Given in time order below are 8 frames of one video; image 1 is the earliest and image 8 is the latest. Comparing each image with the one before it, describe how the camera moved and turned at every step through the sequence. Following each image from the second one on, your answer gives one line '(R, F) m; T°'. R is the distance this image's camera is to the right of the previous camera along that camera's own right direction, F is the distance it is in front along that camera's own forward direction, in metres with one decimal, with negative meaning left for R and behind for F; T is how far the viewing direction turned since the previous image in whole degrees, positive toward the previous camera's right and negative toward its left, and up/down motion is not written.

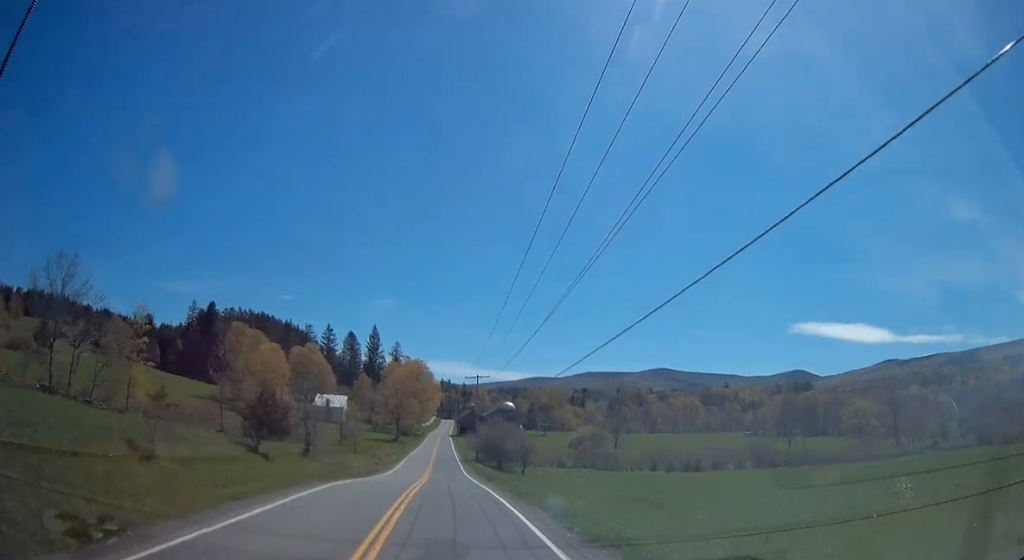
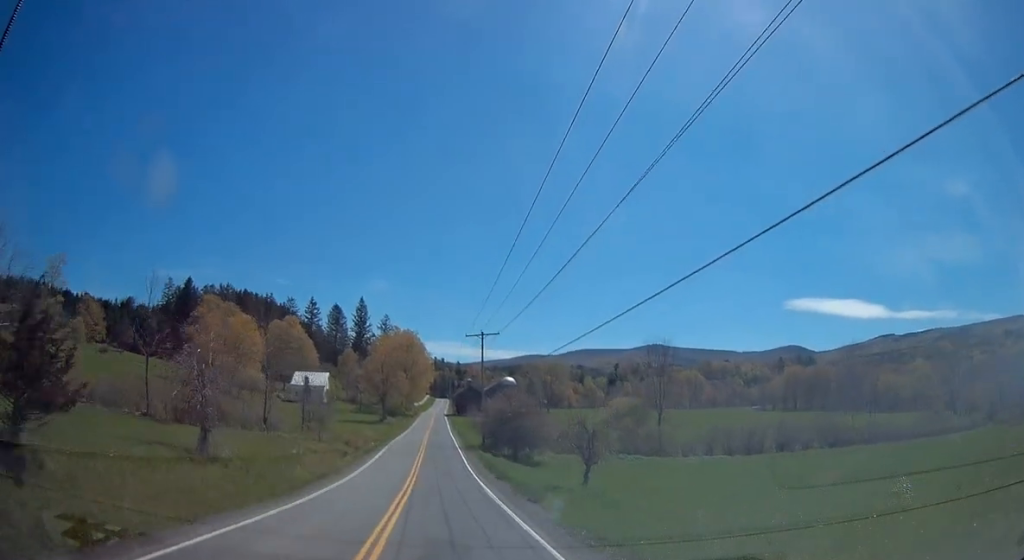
(-0.1, +19.2) m; +1°
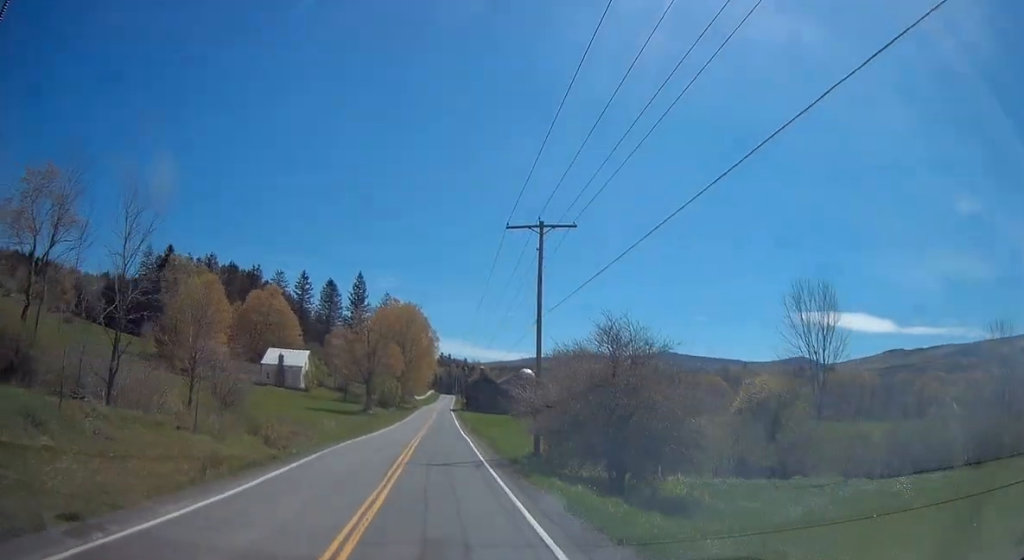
(+0.2, +29.0) m; 0°
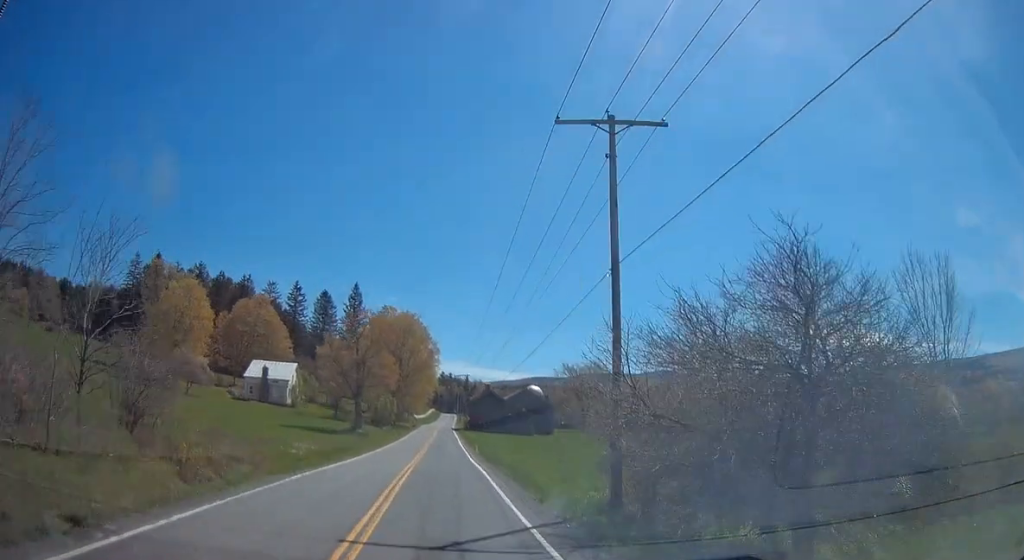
(-0.1, +11.4) m; 0°
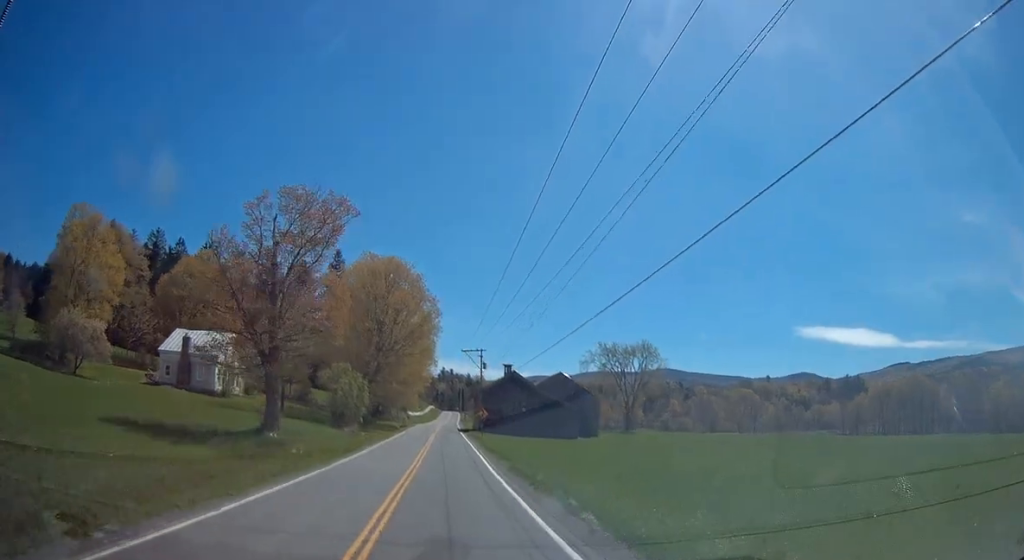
(-0.2, +35.2) m; 0°
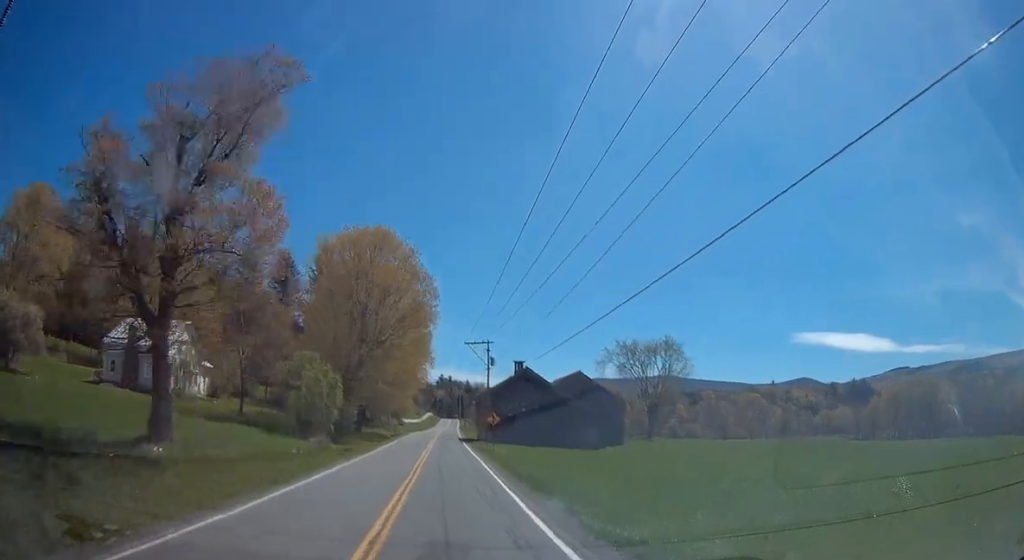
(+0.2, +13.7) m; 0°
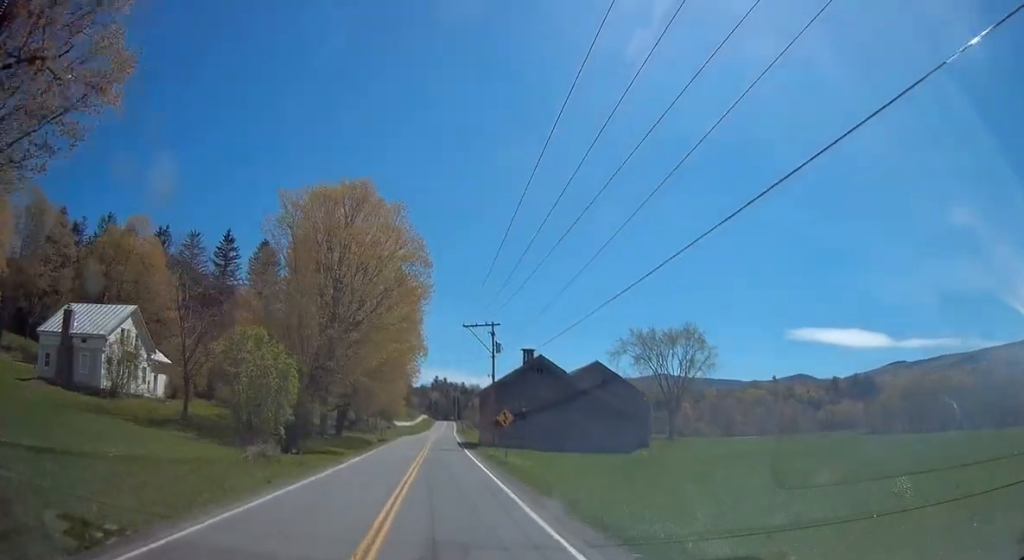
(+0.2, +11.7) m; 0°
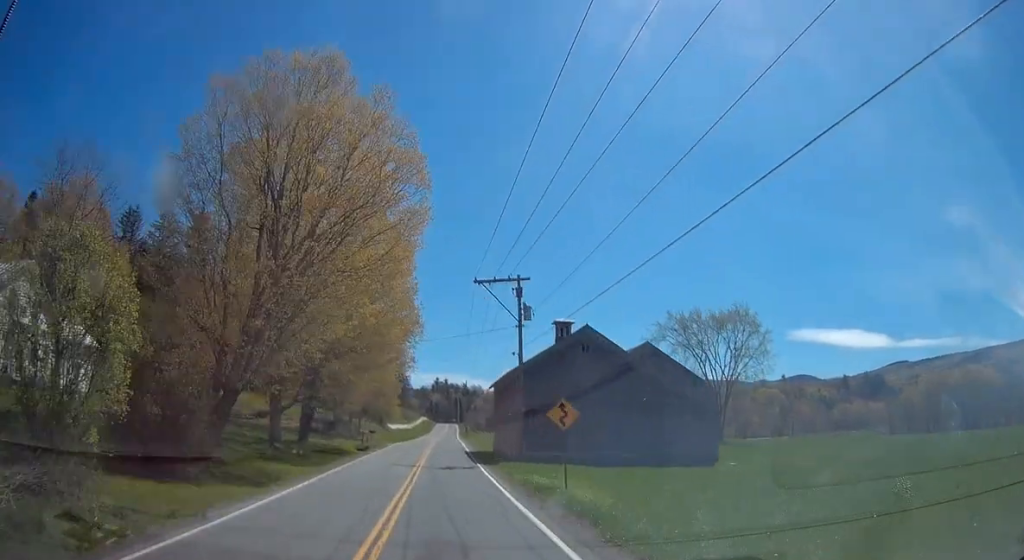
(-0.4, +16.6) m; 0°
